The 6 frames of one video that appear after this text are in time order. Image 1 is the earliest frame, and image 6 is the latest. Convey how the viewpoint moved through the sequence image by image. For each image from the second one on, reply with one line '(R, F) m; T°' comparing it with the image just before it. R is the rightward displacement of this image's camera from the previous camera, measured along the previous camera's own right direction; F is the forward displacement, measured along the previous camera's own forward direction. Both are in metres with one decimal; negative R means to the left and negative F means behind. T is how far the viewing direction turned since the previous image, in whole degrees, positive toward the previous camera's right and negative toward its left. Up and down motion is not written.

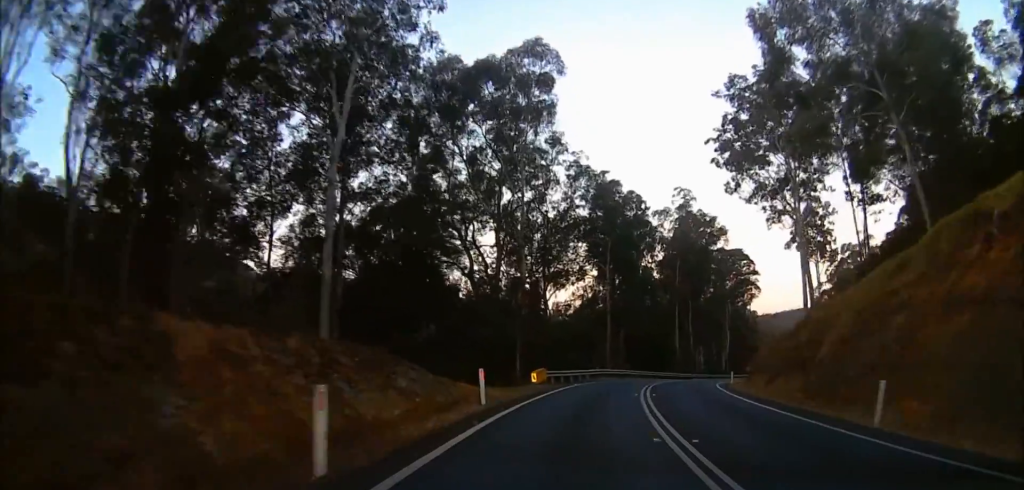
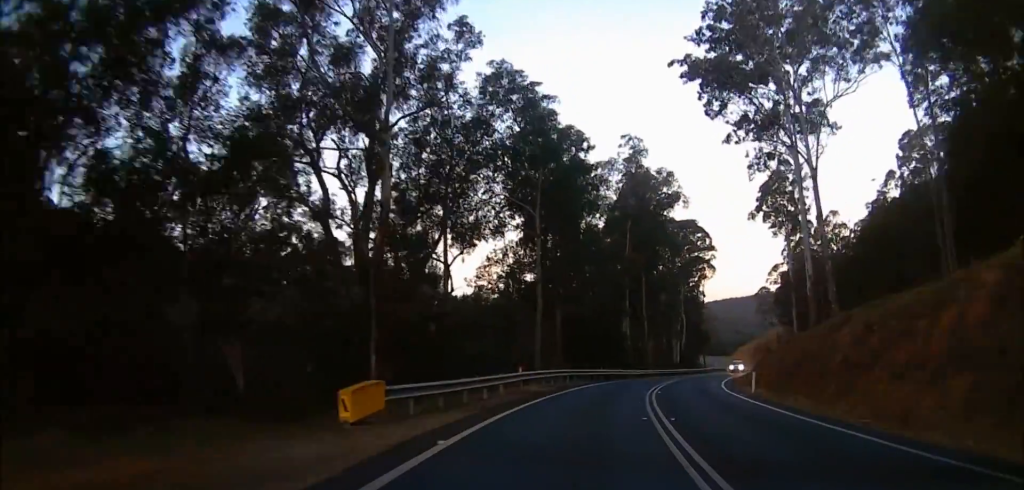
(+0.8, +20.9) m; +9°
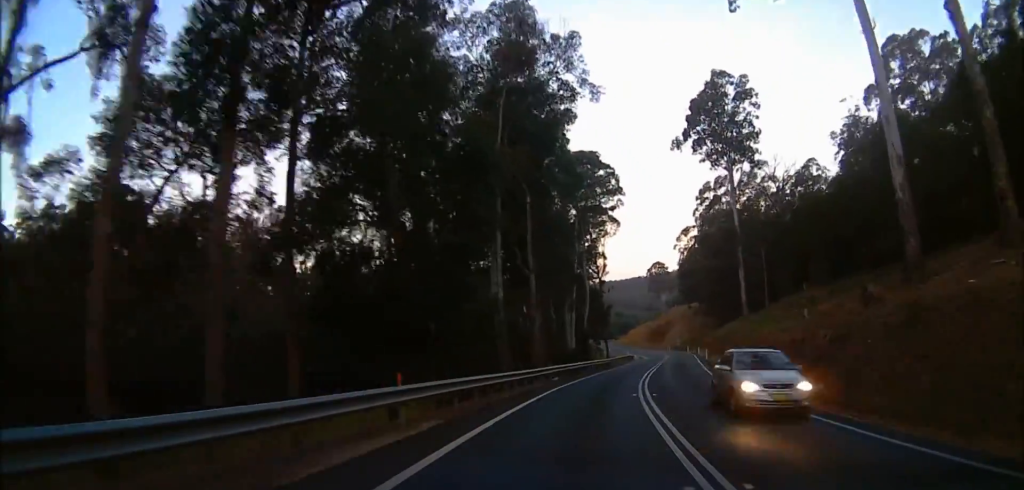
(+3.7, +32.3) m; +6°
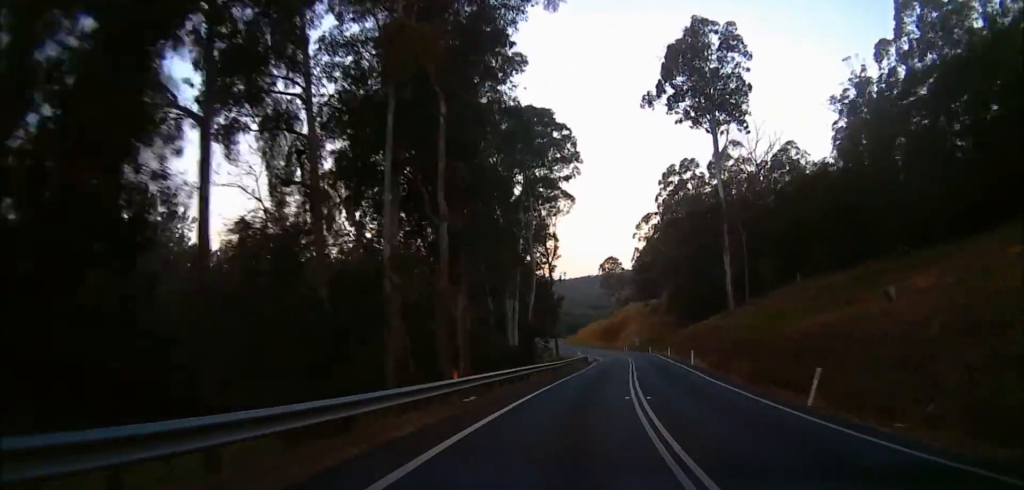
(0.0, +14.7) m; +2°
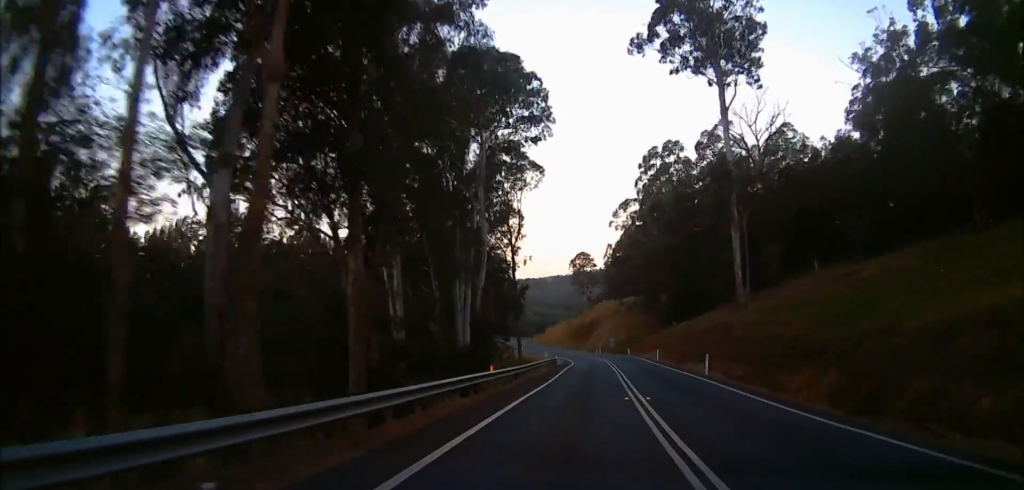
(+0.1, +12.7) m; +3°
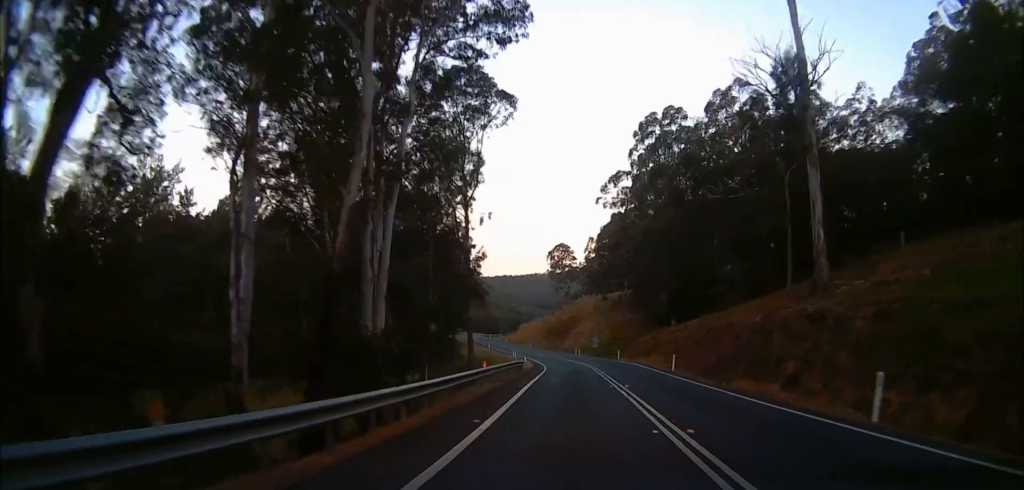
(+1.1, +18.2) m; +4°
